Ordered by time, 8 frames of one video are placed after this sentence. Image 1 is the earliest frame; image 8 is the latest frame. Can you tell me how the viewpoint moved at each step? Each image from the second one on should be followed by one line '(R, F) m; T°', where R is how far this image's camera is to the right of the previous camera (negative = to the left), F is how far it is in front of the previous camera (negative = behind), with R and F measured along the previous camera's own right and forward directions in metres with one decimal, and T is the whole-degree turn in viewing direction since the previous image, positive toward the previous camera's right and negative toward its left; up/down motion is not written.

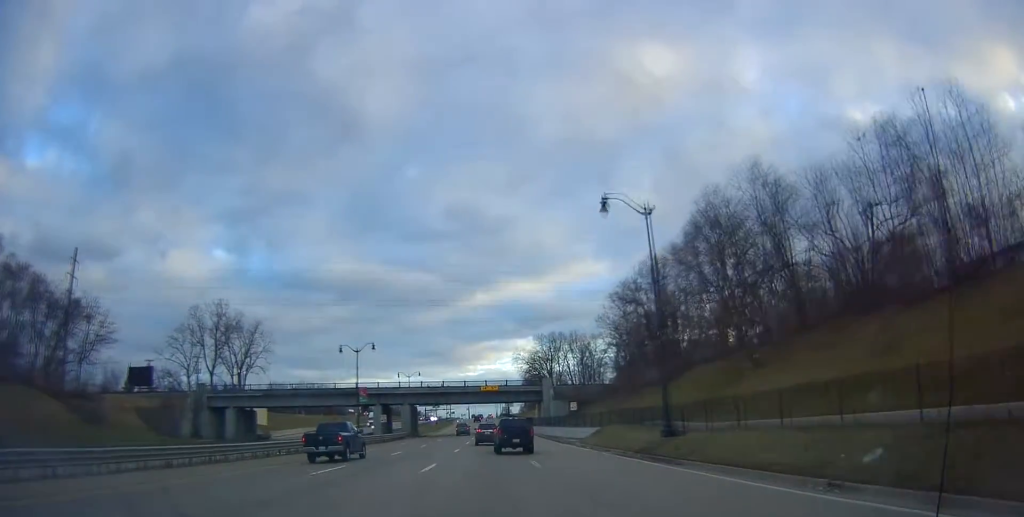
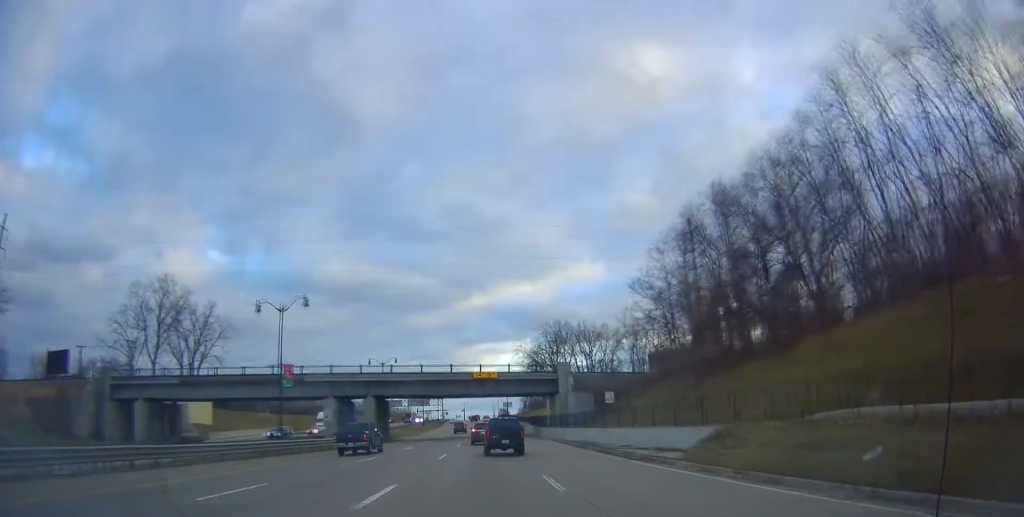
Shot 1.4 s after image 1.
(0.0, +24.3) m; 0°
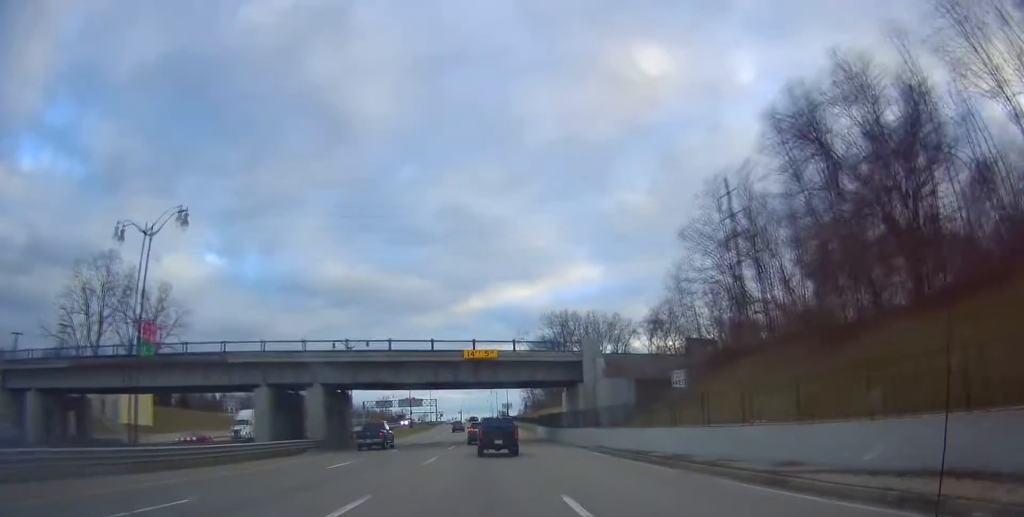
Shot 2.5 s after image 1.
(+0.3, +18.3) m; +2°
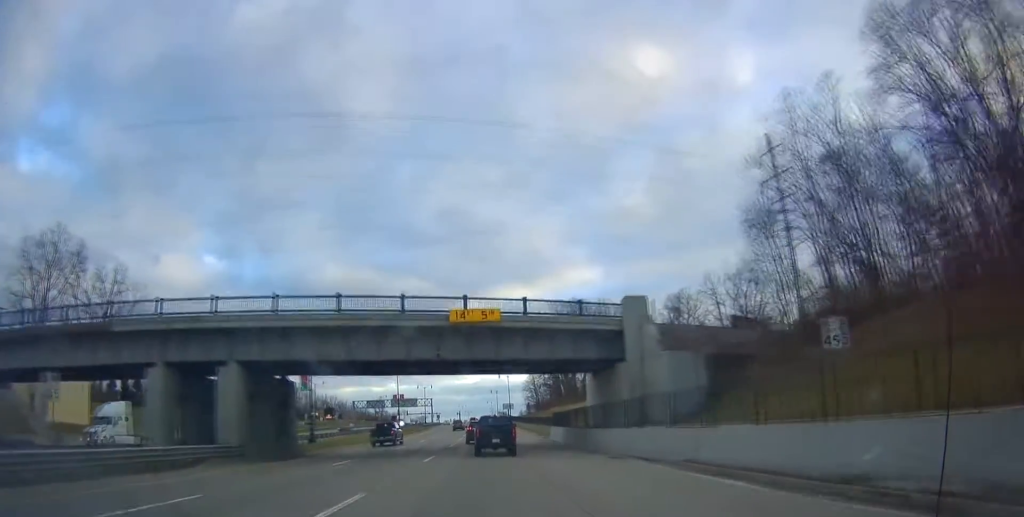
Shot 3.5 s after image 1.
(+0.4, +14.4) m; -1°
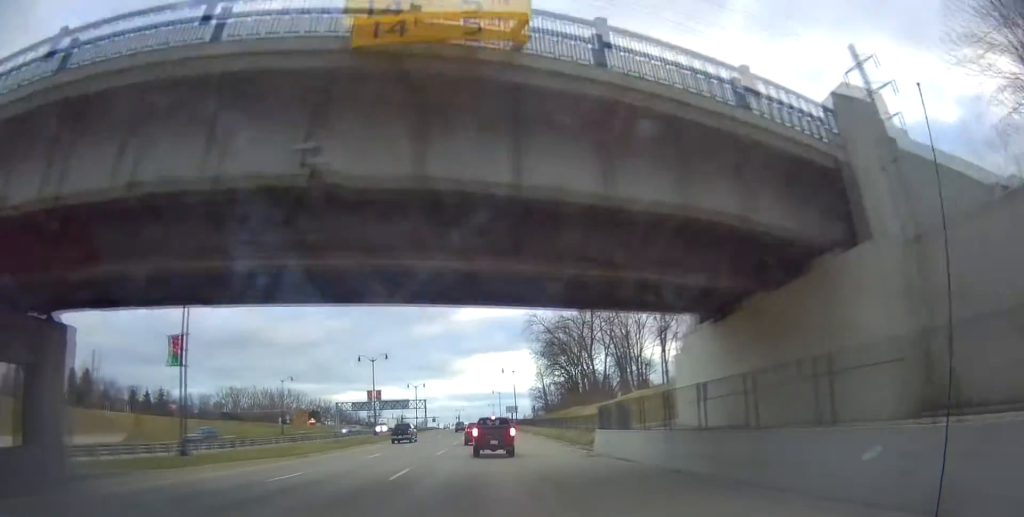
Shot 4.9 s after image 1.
(-1.6, +21.4) m; -5°
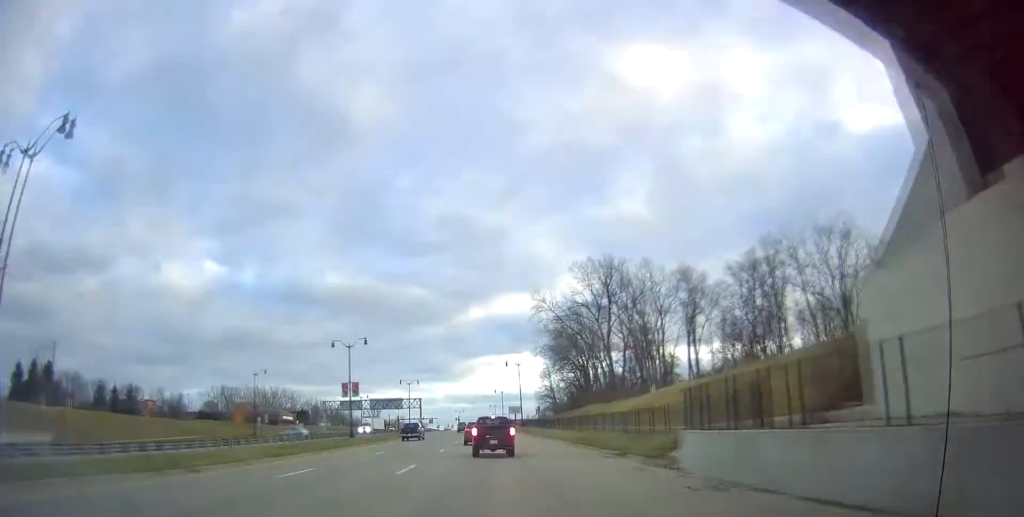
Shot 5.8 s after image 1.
(+0.2, +13.7) m; +2°
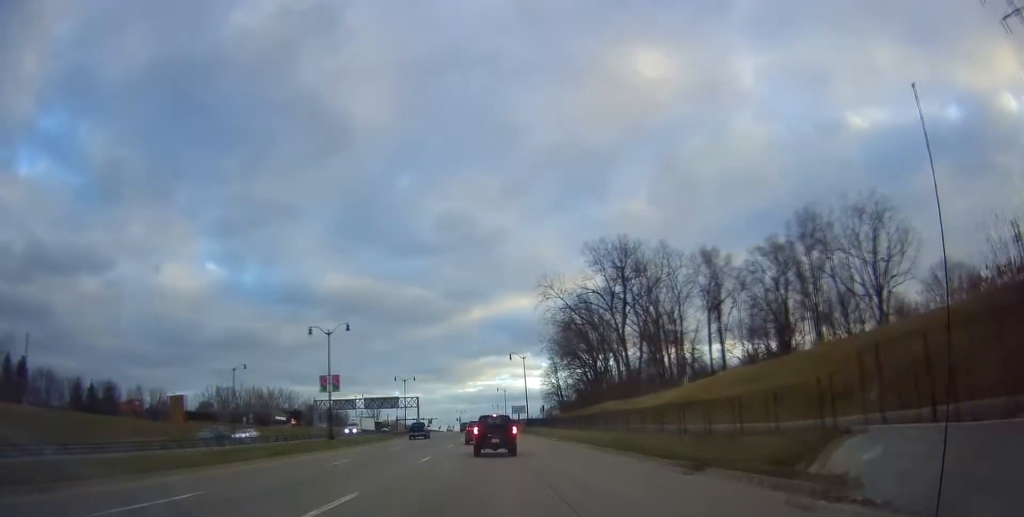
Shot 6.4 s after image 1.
(+0.2, +8.7) m; +1°
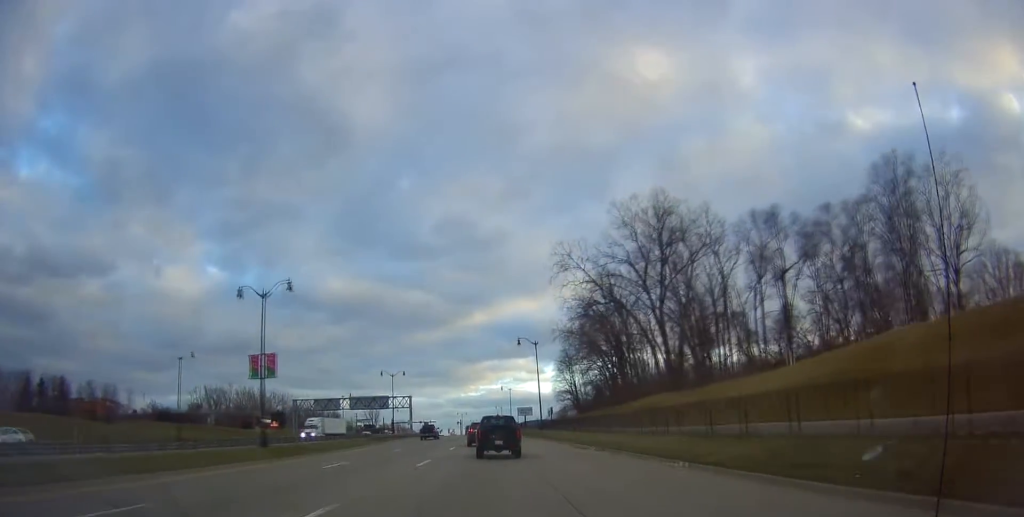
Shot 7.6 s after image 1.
(-0.4, +16.6) m; -3°
